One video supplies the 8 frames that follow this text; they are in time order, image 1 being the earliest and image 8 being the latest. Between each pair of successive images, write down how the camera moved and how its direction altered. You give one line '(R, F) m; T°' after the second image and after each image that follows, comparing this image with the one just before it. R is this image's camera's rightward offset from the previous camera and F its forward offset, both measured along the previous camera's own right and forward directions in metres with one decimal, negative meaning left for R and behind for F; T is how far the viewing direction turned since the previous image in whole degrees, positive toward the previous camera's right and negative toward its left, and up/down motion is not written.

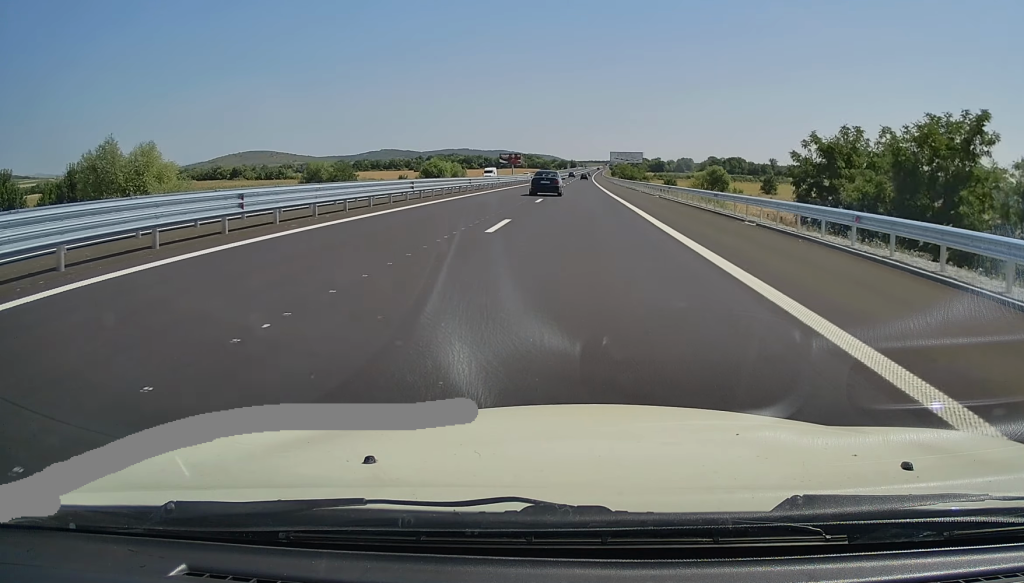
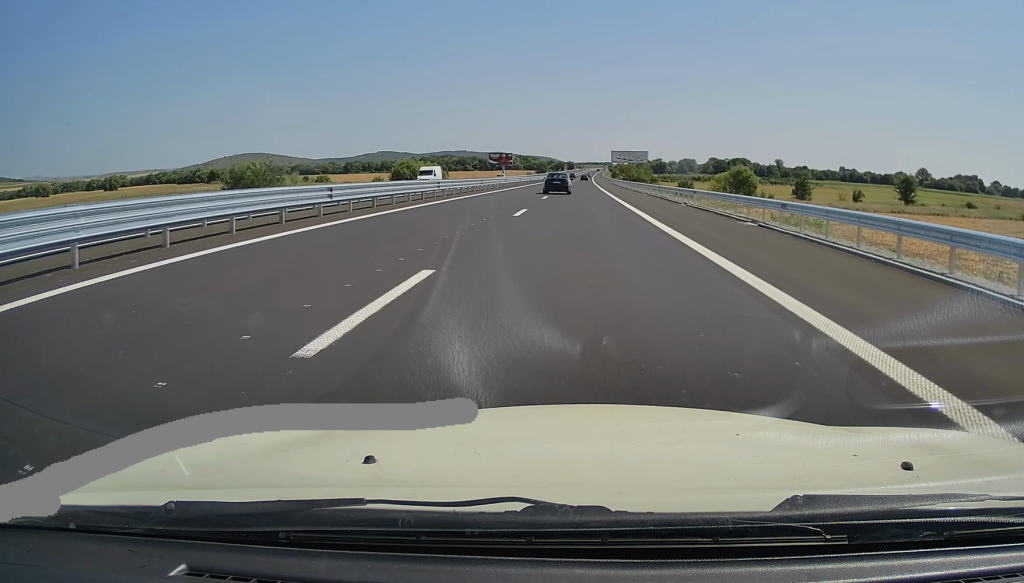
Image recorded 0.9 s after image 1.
(+0.1, +26.4) m; 0°
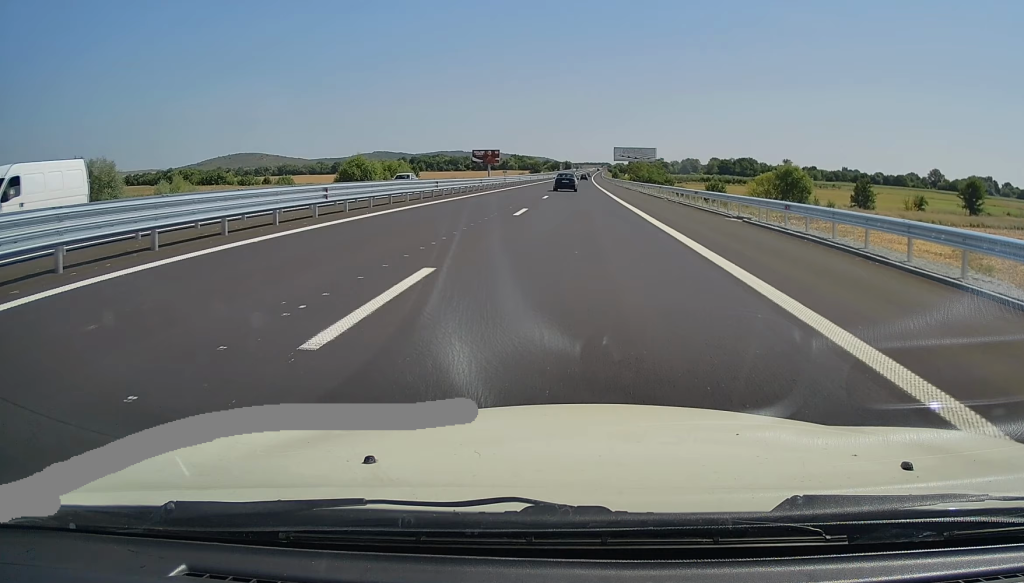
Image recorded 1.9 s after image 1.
(0.0, +32.3) m; 0°
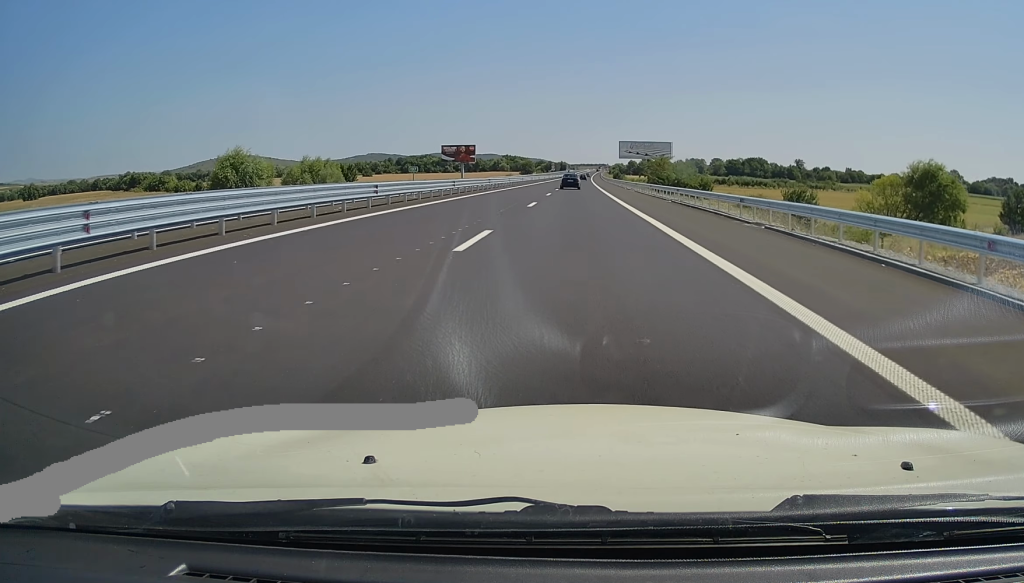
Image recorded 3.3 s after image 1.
(-0.5, +42.4) m; 0°
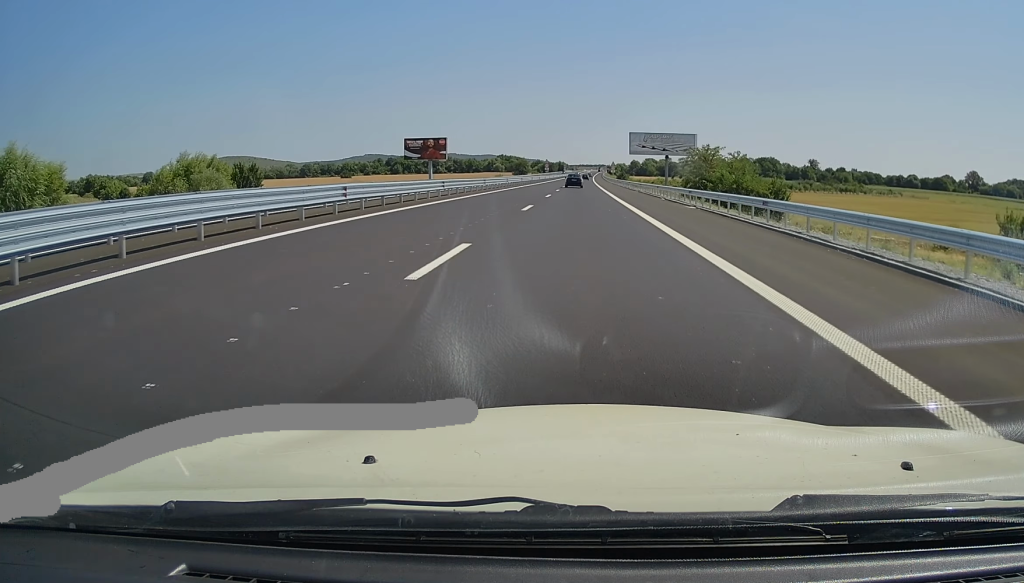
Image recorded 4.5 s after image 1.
(+0.5, +35.5) m; +1°
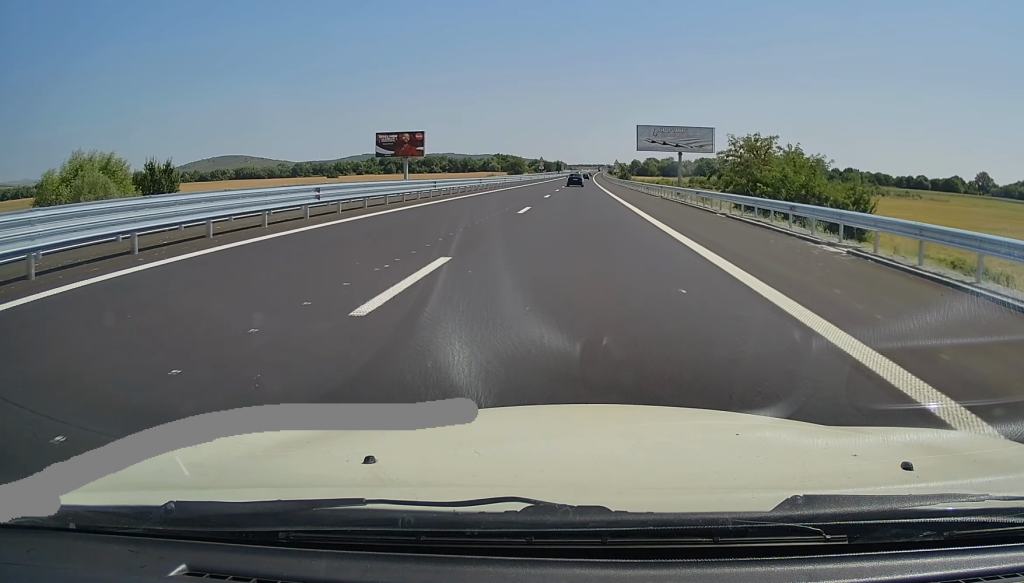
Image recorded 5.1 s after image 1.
(0.0, +18.2) m; 0°
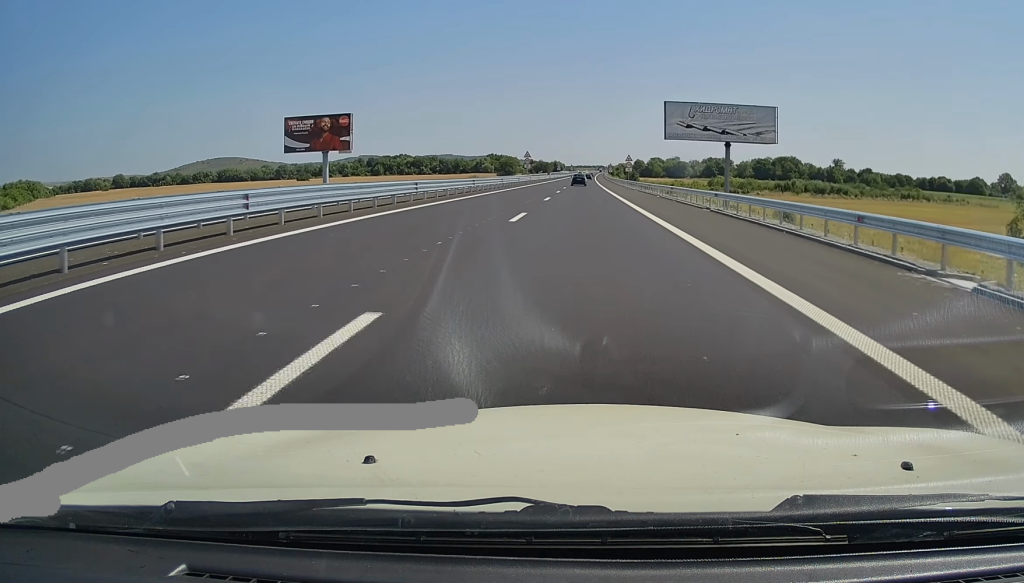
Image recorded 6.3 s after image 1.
(+0.1, +36.5) m; 0°
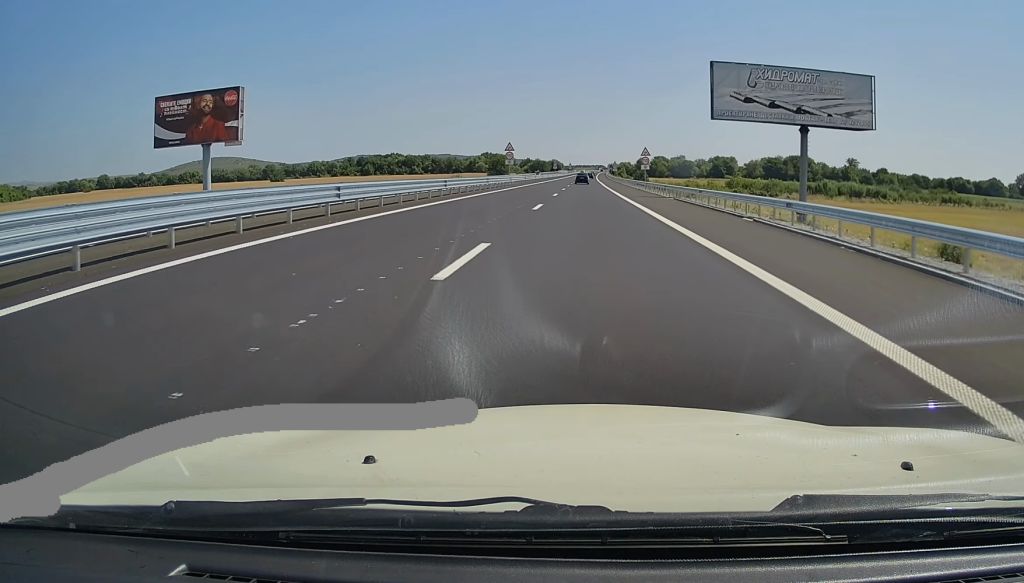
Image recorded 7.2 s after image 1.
(0.0, +26.4) m; 0°
